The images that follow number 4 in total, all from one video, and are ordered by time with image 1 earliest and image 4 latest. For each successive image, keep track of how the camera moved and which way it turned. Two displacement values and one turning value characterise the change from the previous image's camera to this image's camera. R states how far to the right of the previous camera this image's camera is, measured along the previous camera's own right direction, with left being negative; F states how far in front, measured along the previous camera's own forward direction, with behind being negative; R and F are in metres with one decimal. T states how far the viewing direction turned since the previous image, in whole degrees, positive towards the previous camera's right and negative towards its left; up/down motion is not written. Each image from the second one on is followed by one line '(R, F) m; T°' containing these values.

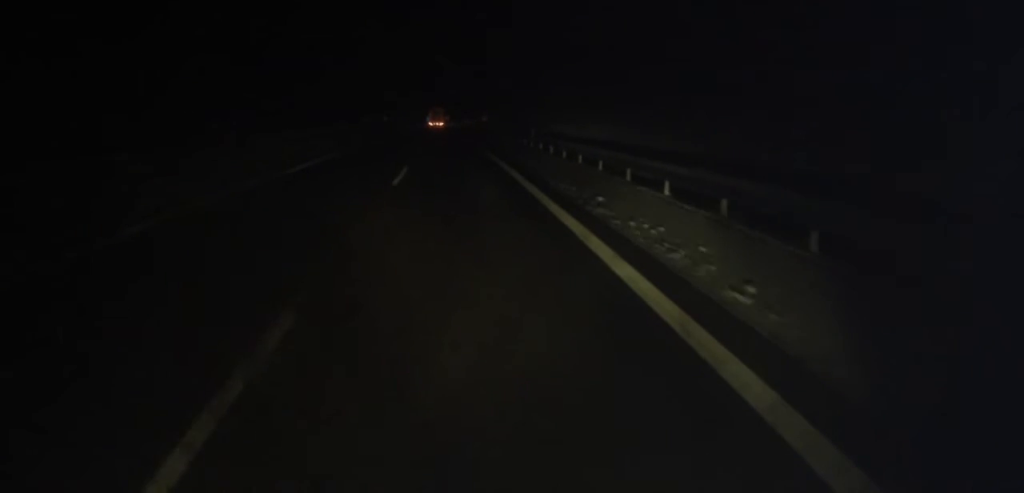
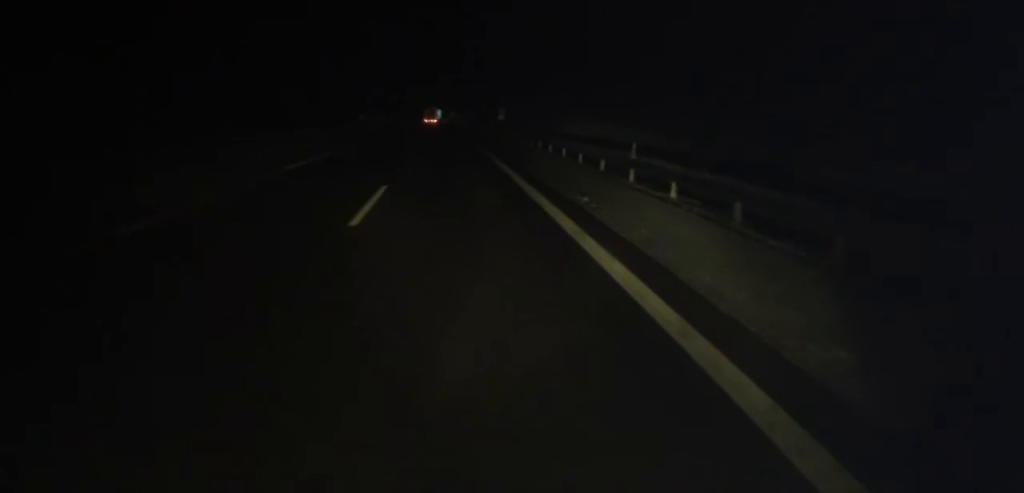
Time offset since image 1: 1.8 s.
(+0.3, +24.1) m; +1°
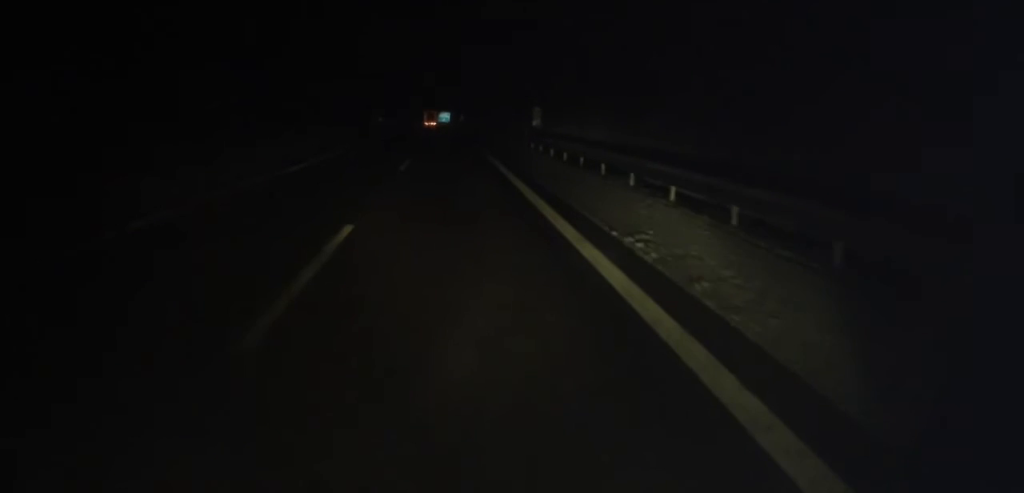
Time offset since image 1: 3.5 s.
(-0.5, +23.3) m; -2°
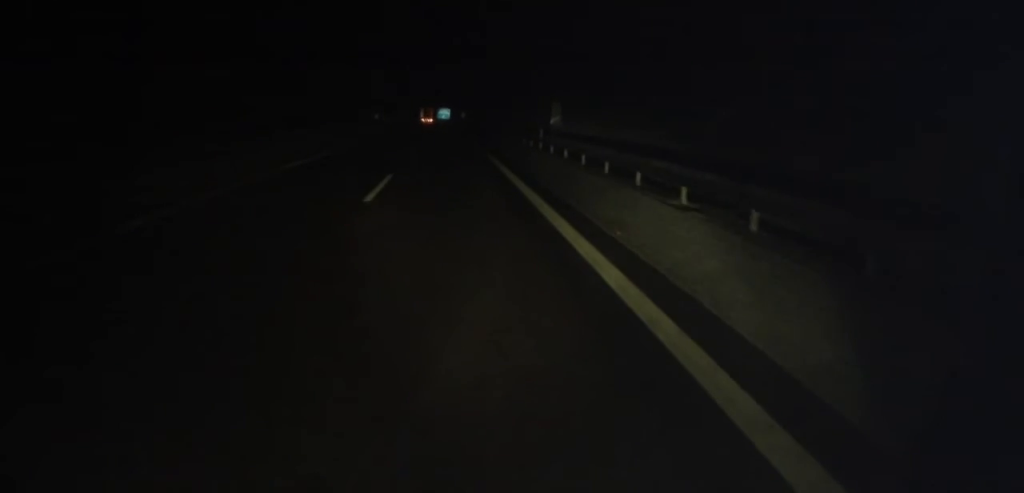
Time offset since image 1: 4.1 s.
(0.0, +8.8) m; 0°
